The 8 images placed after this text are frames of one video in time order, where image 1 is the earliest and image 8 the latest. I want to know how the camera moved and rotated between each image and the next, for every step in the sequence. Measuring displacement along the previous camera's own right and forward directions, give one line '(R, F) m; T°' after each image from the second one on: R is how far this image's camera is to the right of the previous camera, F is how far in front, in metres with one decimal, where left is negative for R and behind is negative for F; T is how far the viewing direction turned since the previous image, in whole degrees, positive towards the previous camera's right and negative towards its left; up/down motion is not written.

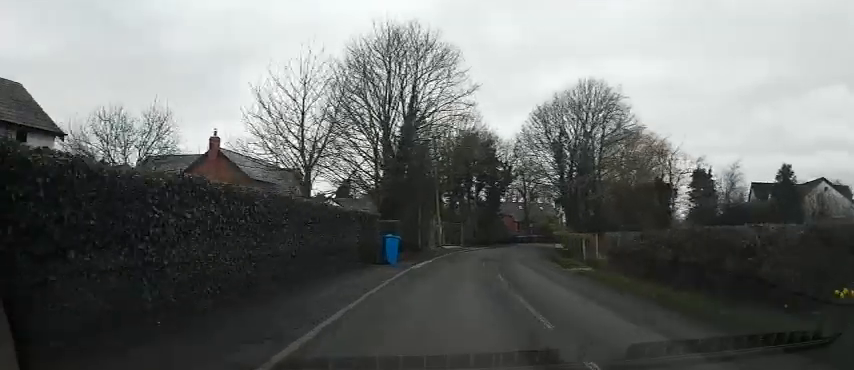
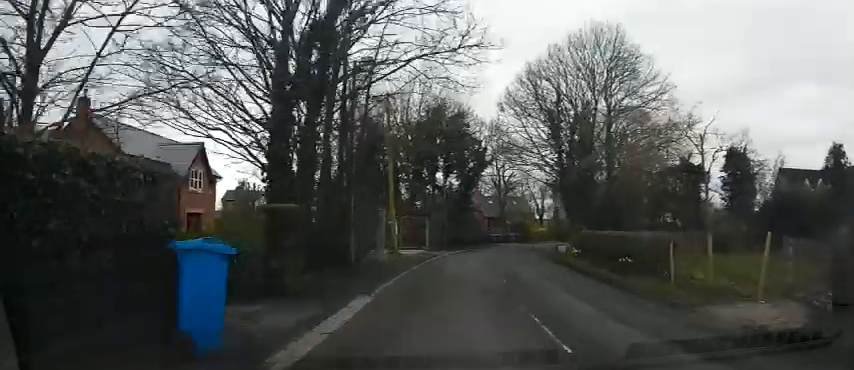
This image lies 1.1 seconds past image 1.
(+0.6, +12.4) m; +5°
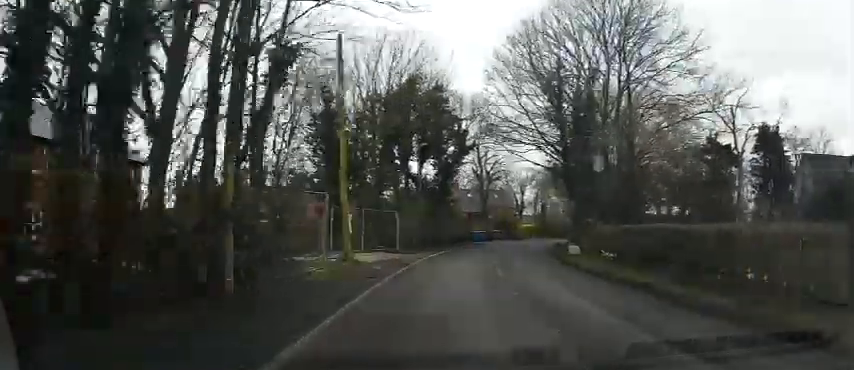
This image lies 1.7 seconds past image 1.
(+0.2, +7.3) m; +1°
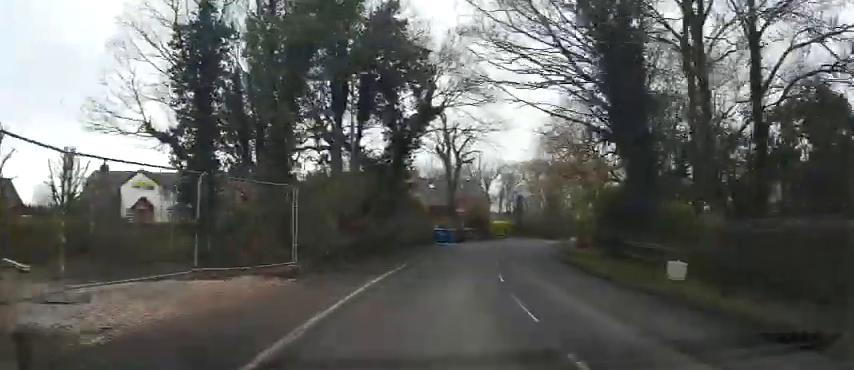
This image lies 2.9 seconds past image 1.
(+0.2, +13.7) m; +3°
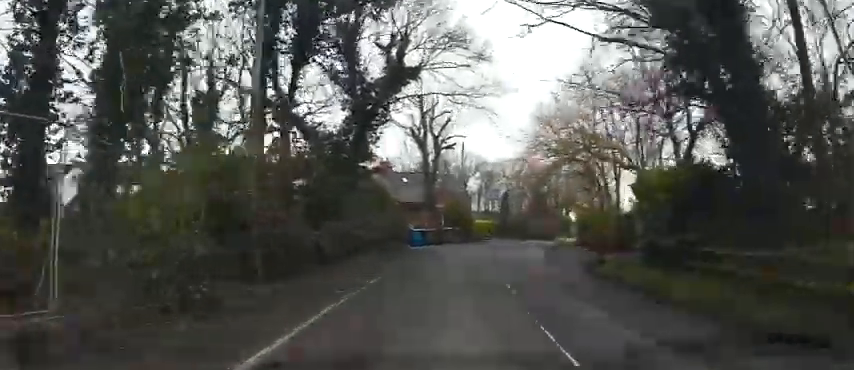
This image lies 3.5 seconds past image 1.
(+0.2, +7.9) m; +3°
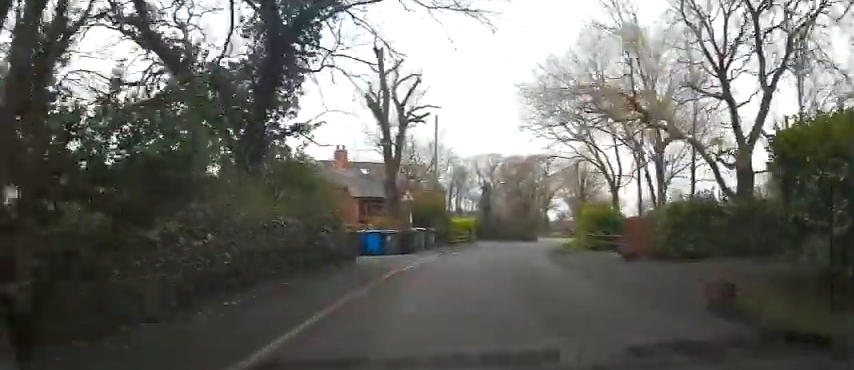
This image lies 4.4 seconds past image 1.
(+0.4, +9.7) m; +4°
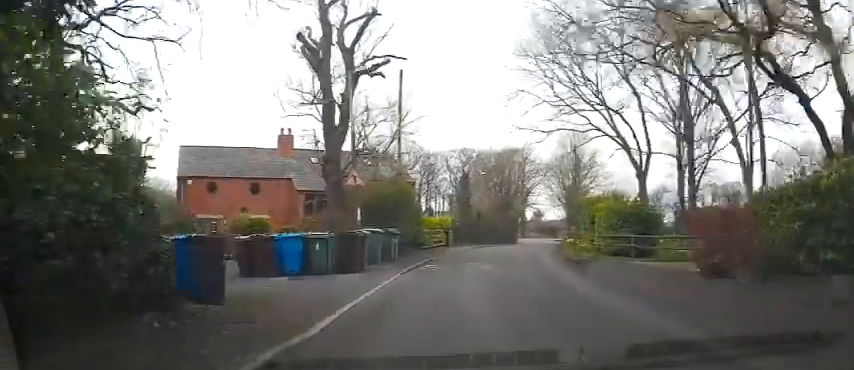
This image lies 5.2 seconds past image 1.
(+0.3, +9.2) m; +3°
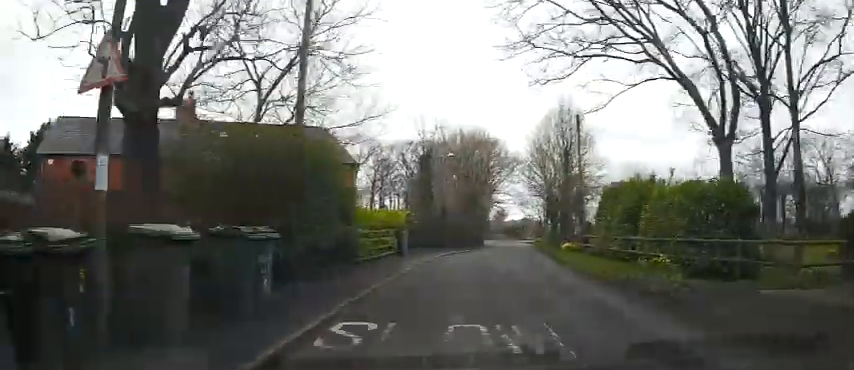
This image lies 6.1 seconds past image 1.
(+0.1, +10.8) m; +4°
